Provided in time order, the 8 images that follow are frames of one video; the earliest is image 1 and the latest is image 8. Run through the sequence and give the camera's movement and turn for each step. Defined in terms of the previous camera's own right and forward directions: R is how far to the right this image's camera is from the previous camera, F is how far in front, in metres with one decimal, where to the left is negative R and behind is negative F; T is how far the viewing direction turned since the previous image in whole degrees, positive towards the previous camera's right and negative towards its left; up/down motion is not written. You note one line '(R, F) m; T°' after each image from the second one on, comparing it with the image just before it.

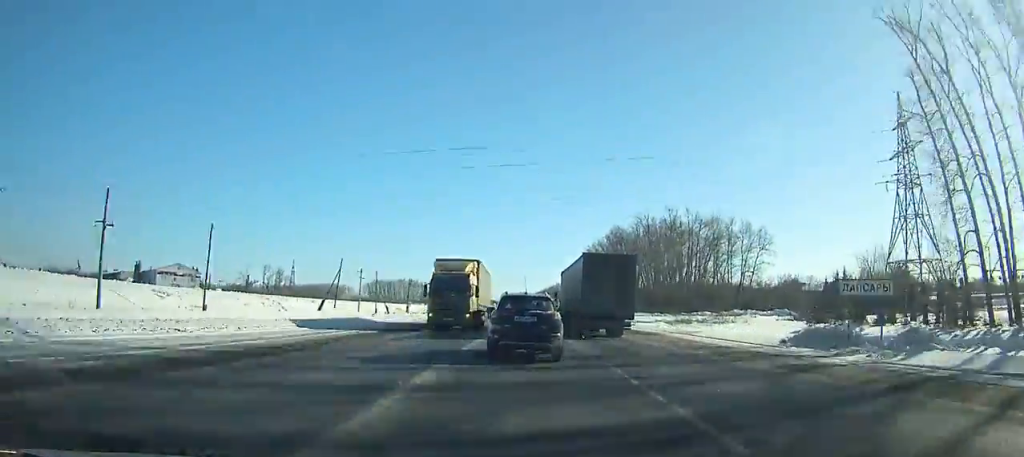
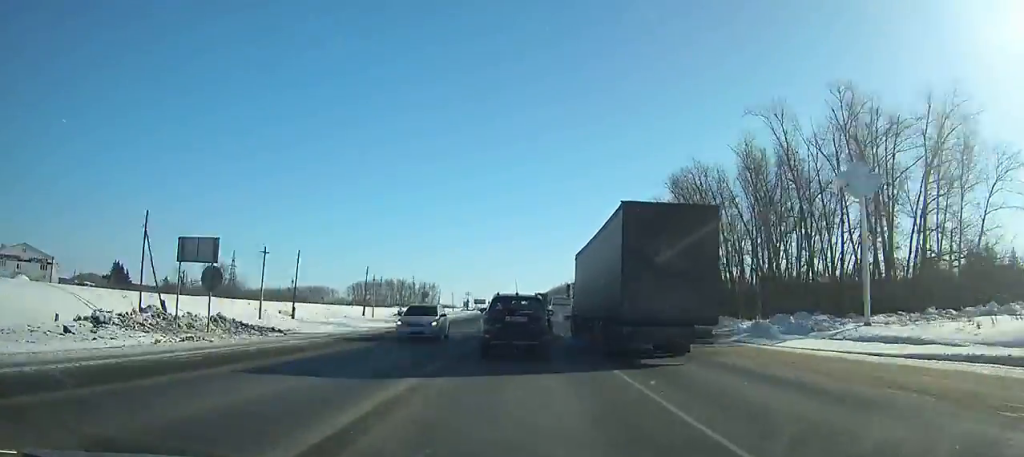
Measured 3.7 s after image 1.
(-0.5, +74.0) m; -1°
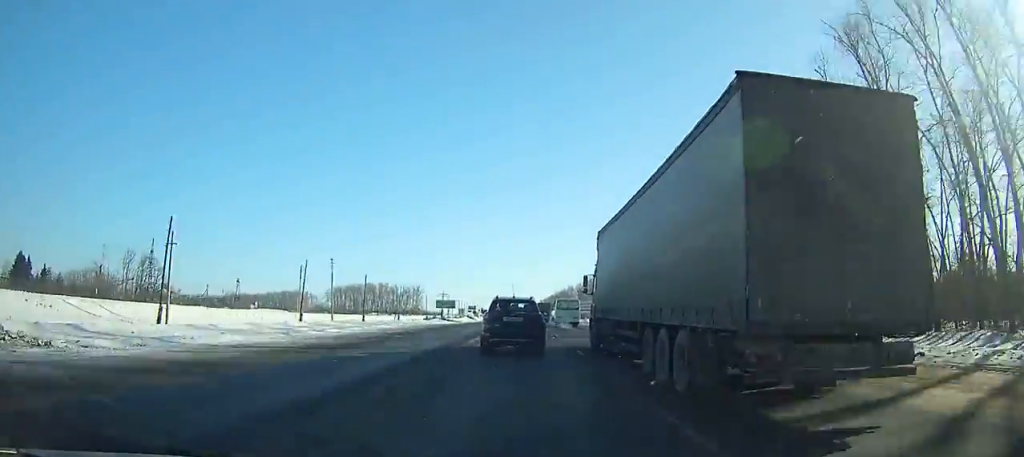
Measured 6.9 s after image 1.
(0.0, +60.9) m; 0°
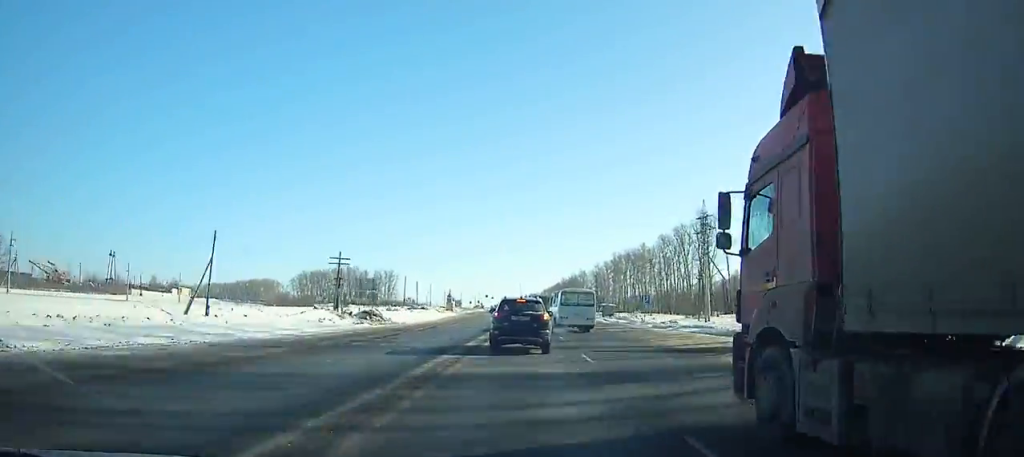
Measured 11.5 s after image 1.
(+0.6, +83.0) m; +1°
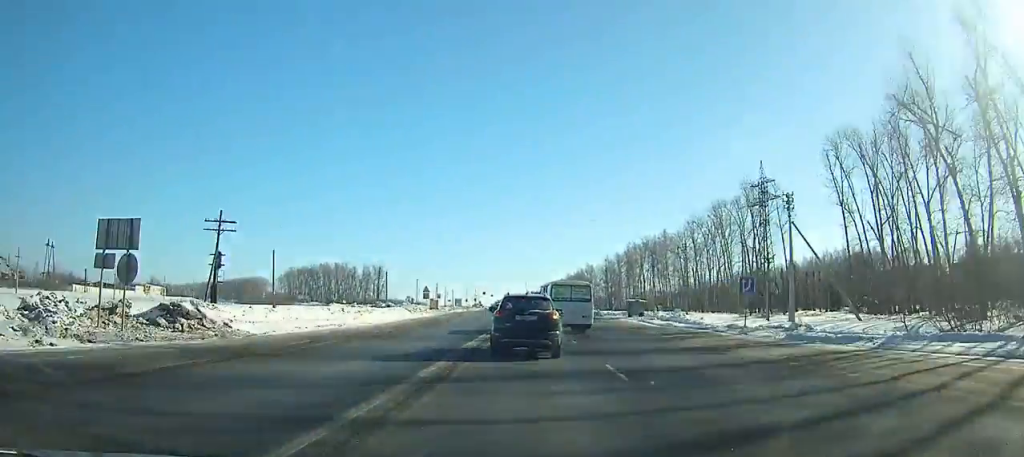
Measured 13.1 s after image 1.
(0.0, +27.8) m; 0°
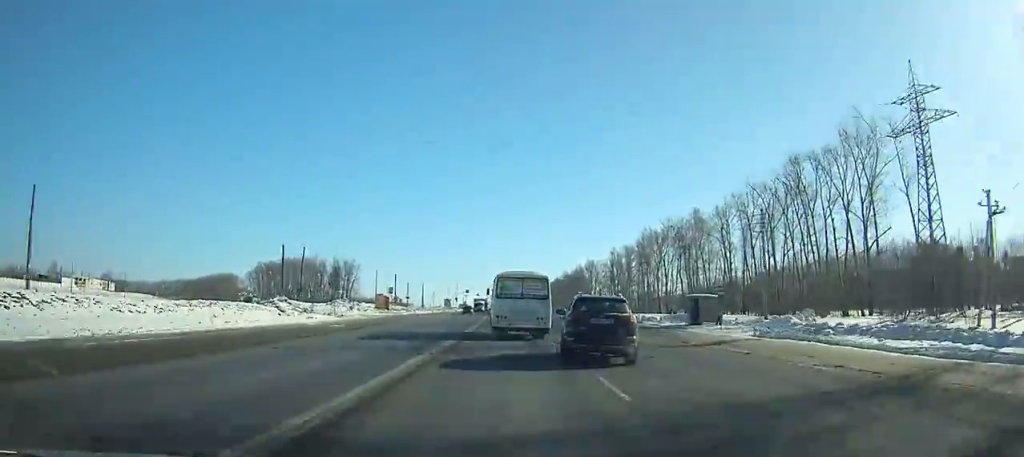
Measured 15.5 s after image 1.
(+0.2, +40.1) m; 0°
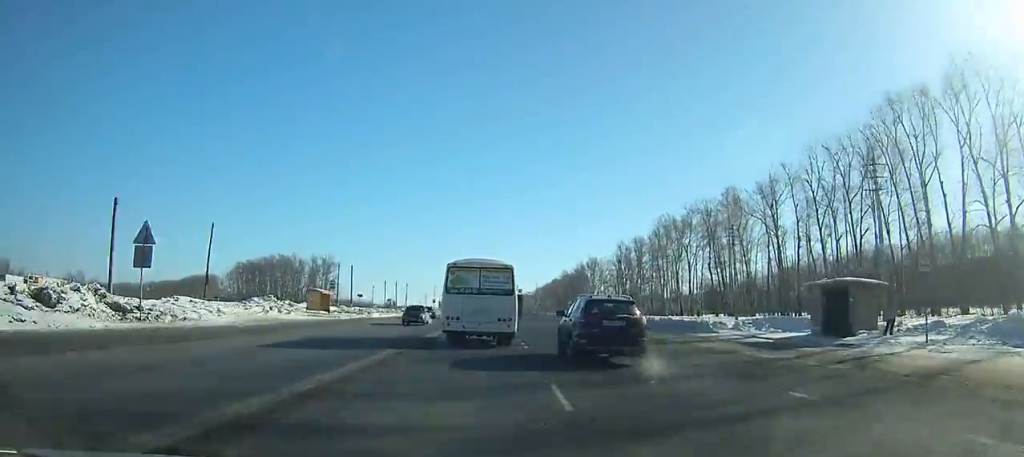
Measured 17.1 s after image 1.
(+0.1, +26.3) m; 0°
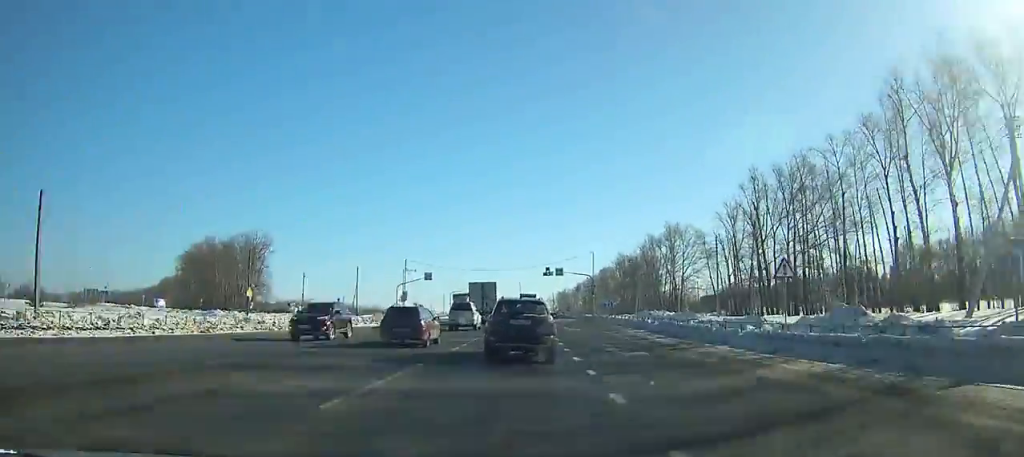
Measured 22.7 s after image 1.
(-1.3, +91.6) m; -3°
